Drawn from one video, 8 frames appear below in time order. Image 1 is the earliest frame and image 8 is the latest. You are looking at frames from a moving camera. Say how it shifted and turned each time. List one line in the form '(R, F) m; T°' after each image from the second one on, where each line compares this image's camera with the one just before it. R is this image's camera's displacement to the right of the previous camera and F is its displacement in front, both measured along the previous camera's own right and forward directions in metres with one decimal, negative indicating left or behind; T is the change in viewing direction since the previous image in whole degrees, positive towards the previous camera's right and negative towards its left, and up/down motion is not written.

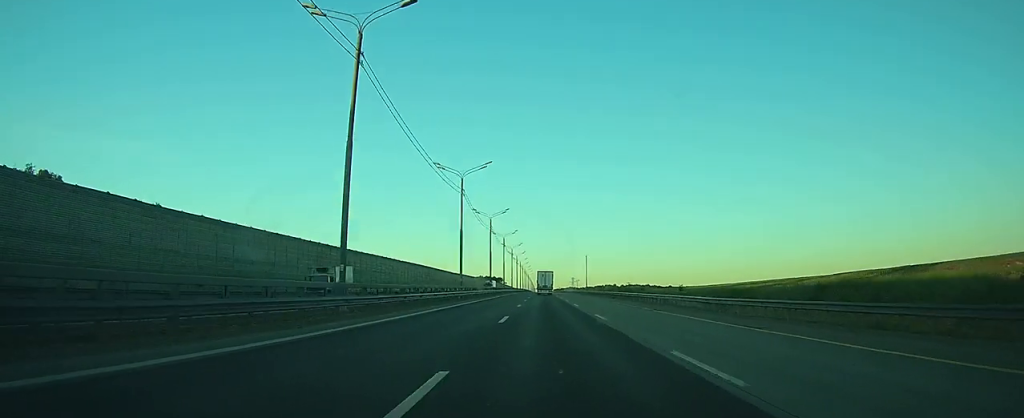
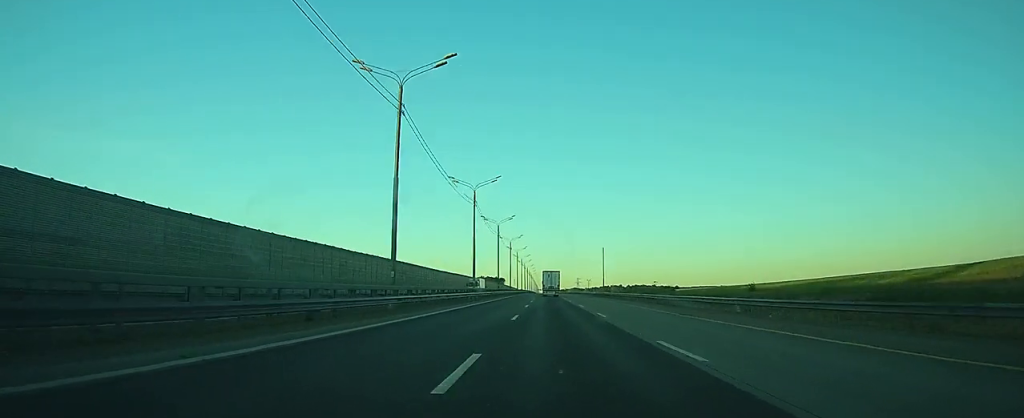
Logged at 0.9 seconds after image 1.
(-0.1, +29.6) m; 0°
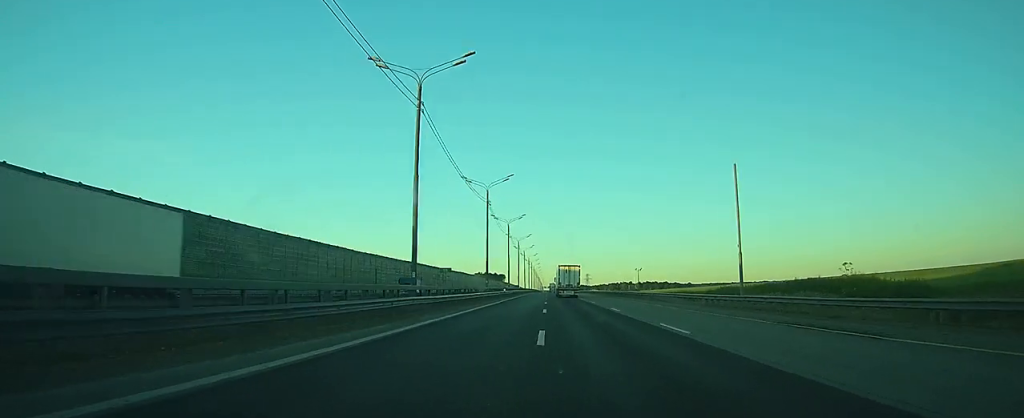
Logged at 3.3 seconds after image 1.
(-0.1, +73.6) m; 0°
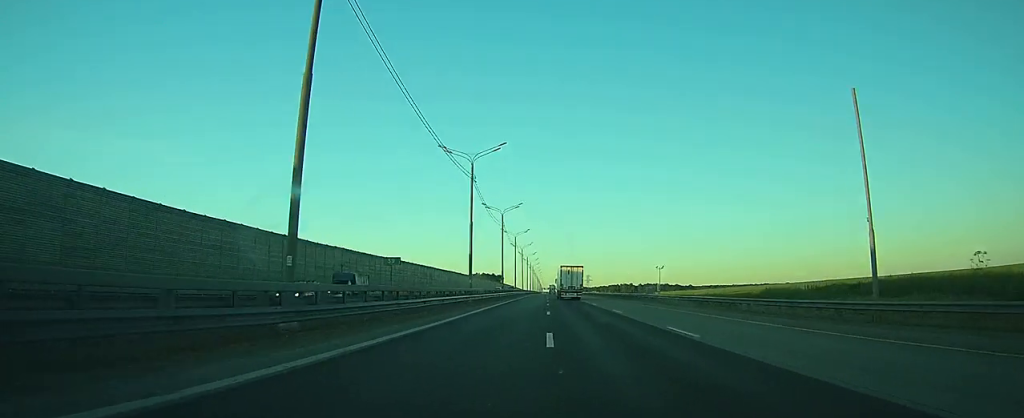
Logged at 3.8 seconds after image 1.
(+0.1, +15.7) m; 0°
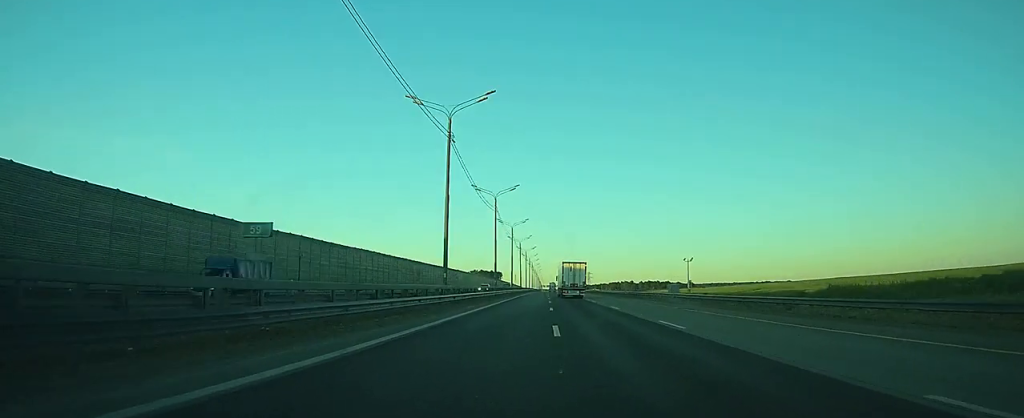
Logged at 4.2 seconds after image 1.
(0.0, +13.6) m; 0°
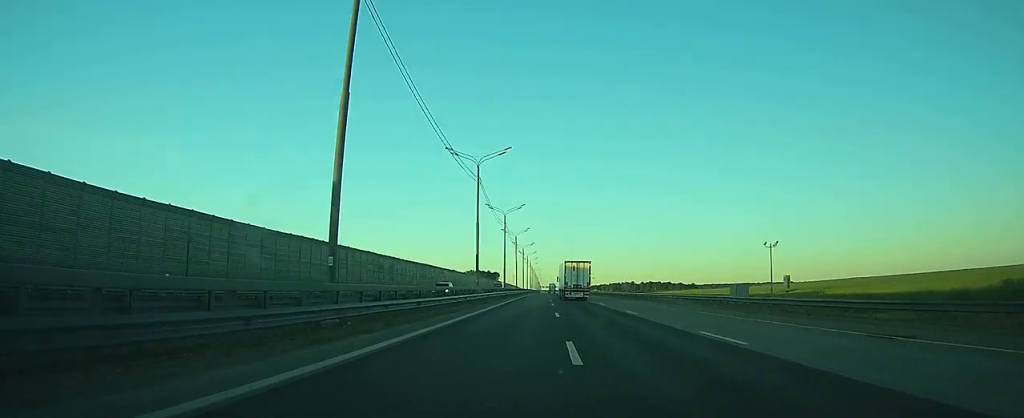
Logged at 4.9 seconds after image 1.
(+0.1, +21.0) m; 0°
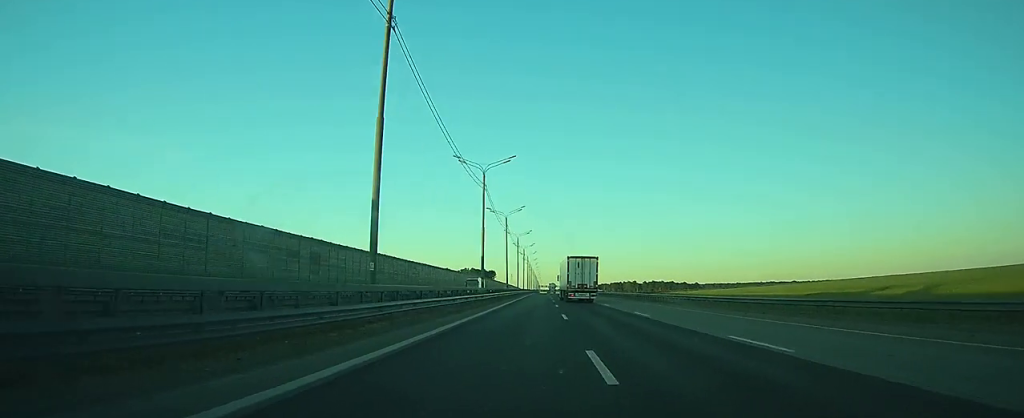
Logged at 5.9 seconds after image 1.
(-0.1, +33.7) m; -1°
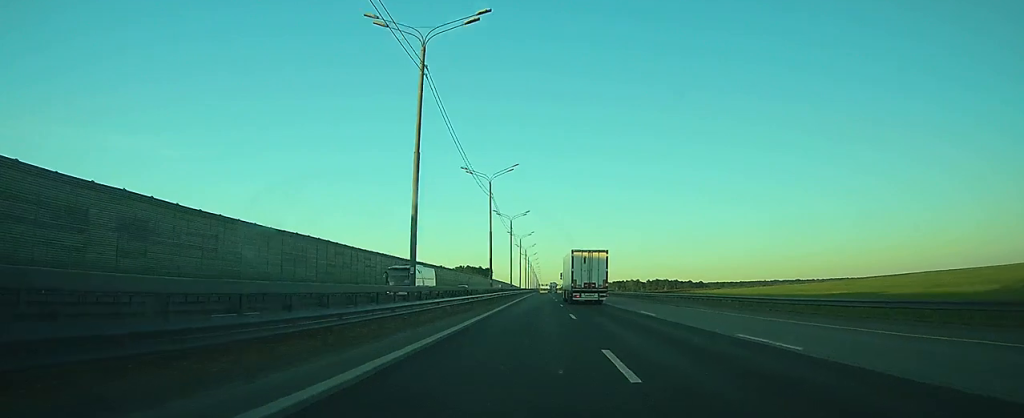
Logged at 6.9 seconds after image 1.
(-0.3, +32.0) m; 0°
